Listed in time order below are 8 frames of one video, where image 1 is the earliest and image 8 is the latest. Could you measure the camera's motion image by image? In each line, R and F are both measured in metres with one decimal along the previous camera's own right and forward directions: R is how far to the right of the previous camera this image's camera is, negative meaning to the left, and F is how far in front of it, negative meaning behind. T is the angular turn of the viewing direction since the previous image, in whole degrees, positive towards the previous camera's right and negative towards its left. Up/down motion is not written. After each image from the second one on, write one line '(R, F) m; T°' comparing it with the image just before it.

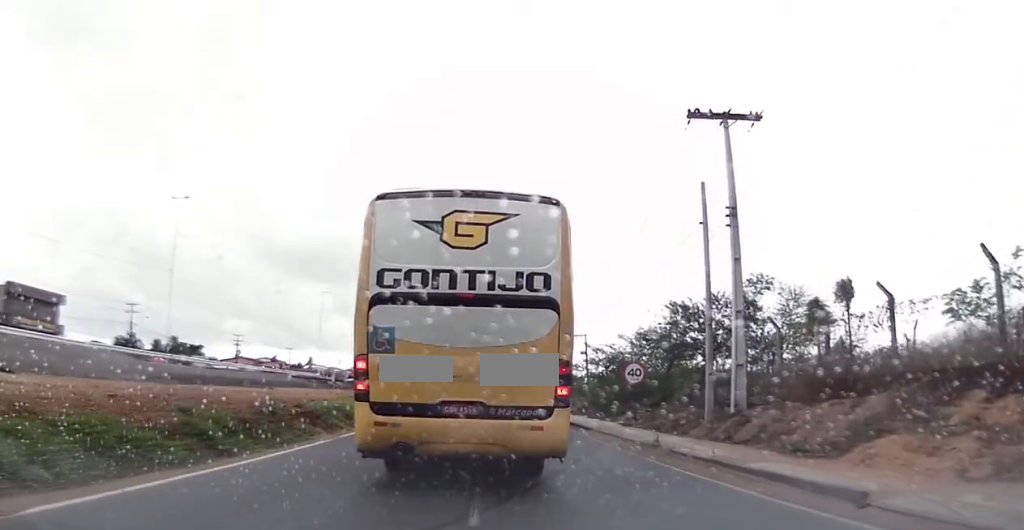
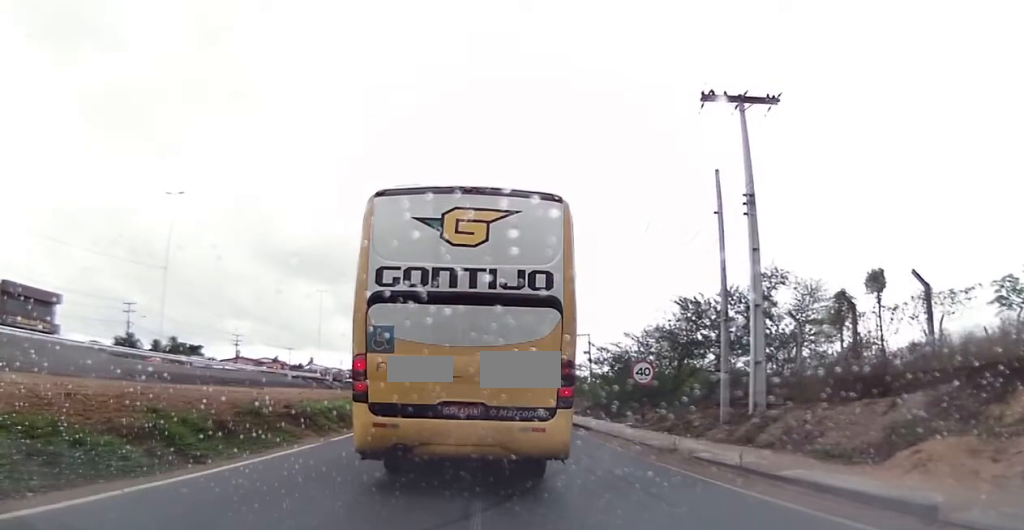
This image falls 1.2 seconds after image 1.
(-0.4, +1.6) m; -2°
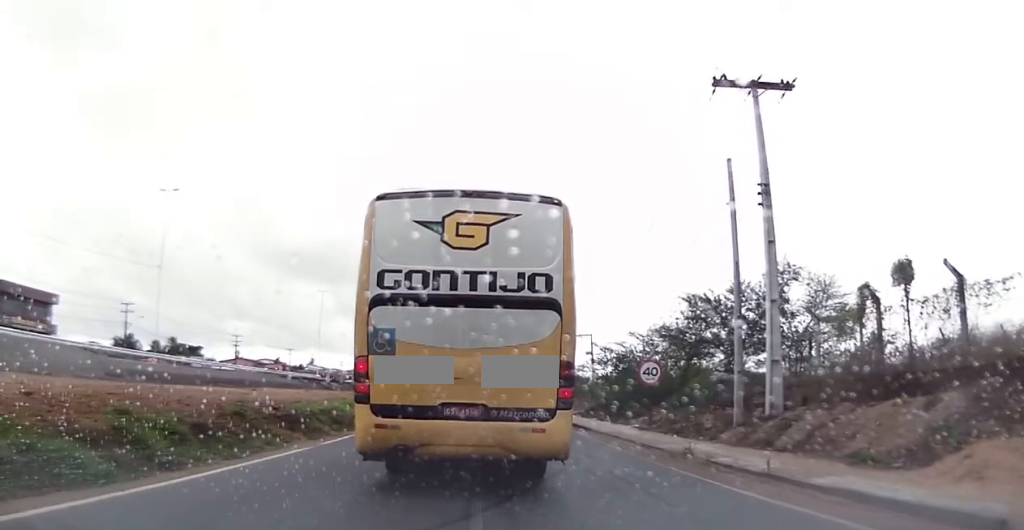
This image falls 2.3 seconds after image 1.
(+0.3, +1.4) m; 0°
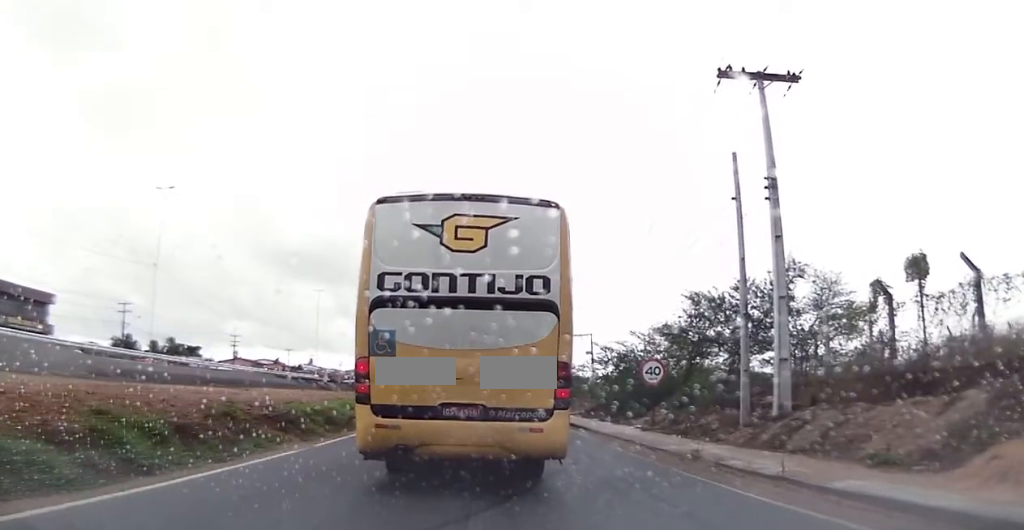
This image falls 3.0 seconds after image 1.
(-0.2, +0.8) m; 0°
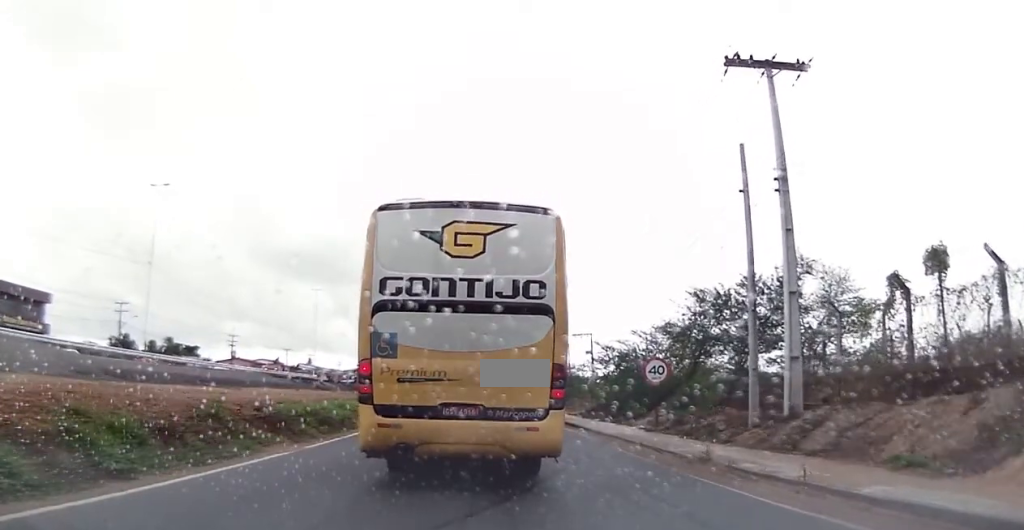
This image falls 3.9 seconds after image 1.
(+0.2, +1.0) m; 0°
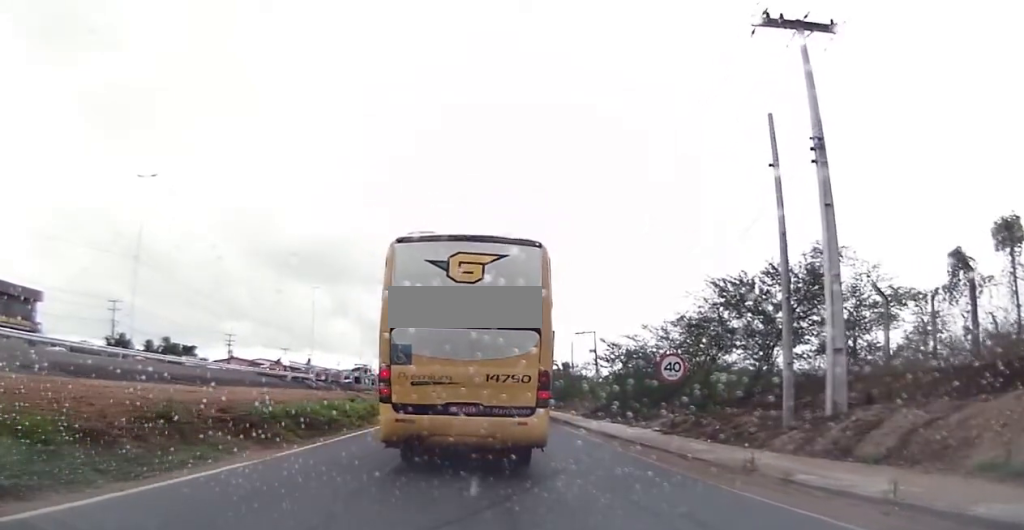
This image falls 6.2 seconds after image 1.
(-0.3, +1.7) m; 0°
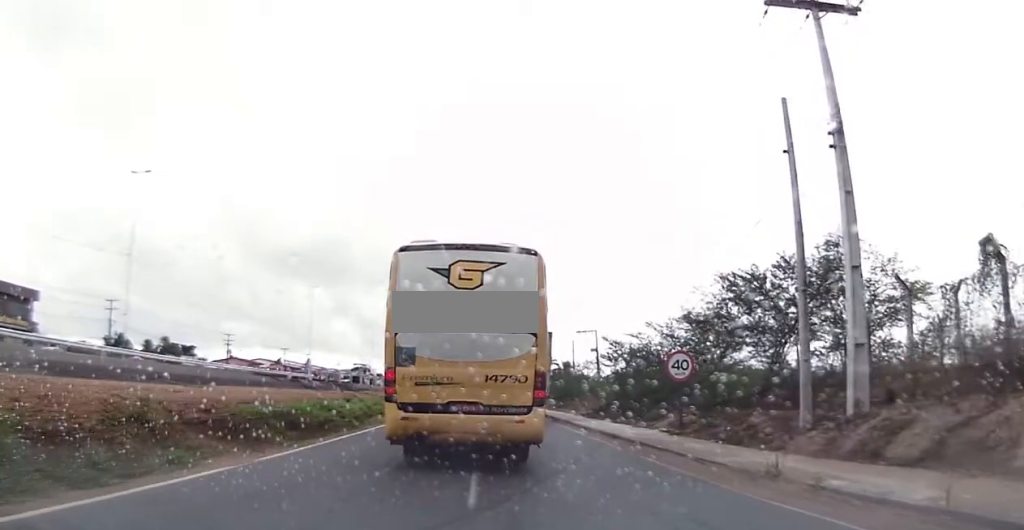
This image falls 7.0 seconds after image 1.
(+0.3, +0.7) m; 0°
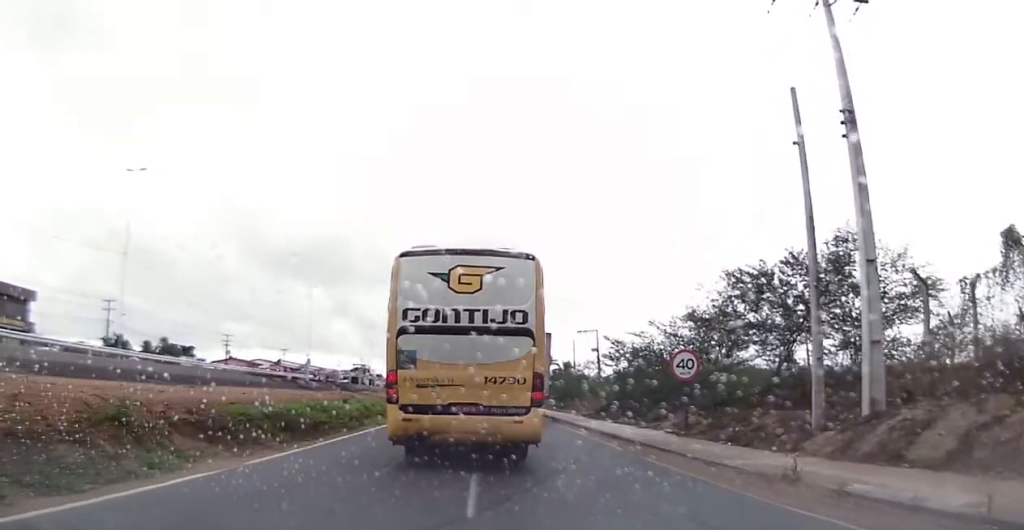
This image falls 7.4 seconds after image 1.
(+0.2, +0.4) m; 0°
